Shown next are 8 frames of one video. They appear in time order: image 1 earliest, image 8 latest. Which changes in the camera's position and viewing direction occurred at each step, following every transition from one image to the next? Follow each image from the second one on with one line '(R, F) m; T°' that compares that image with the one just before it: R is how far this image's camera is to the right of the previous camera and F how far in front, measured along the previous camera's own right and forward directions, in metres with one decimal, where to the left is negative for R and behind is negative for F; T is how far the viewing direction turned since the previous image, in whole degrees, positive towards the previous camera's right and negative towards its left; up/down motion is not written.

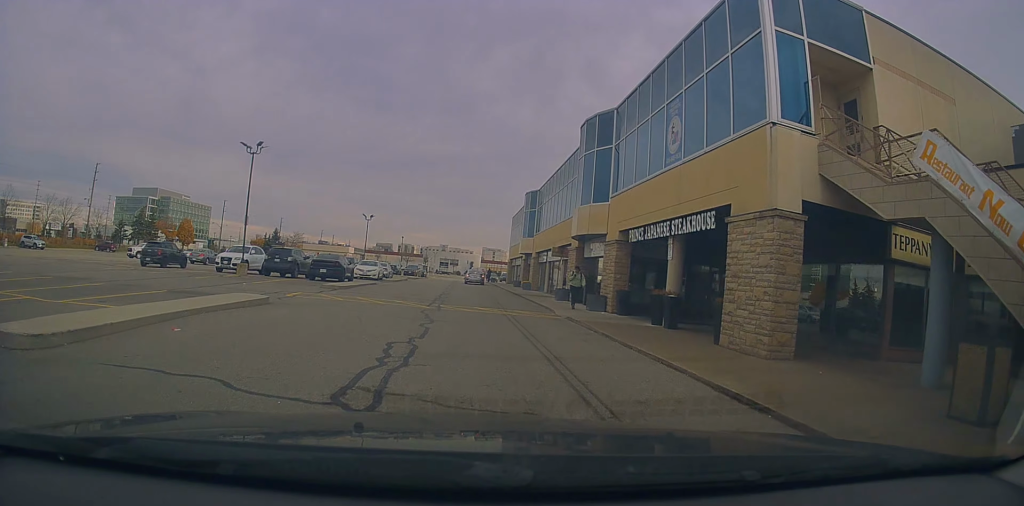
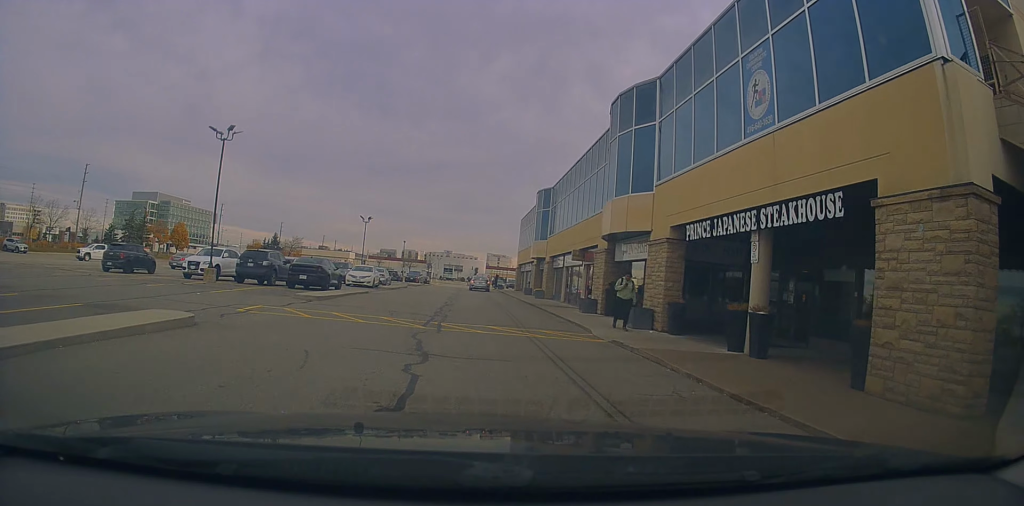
(-0.1, +4.8) m; 0°
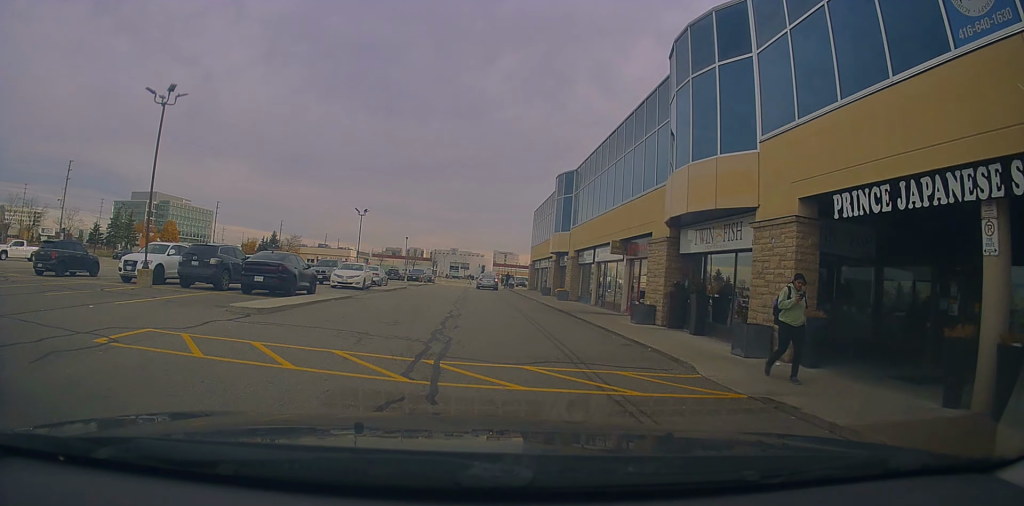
(+0.2, +6.5) m; +2°
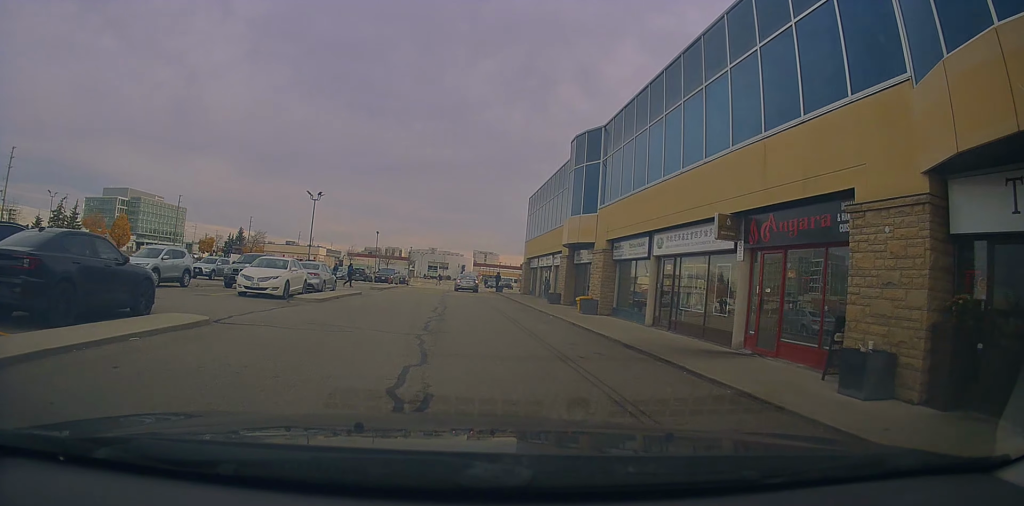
(-0.3, +10.7) m; -2°
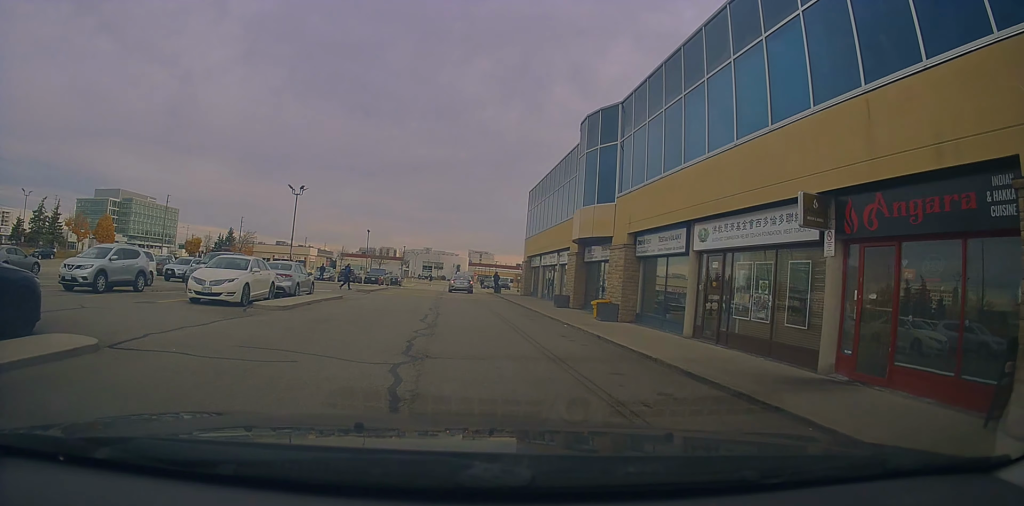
(-0.1, +3.5) m; +2°
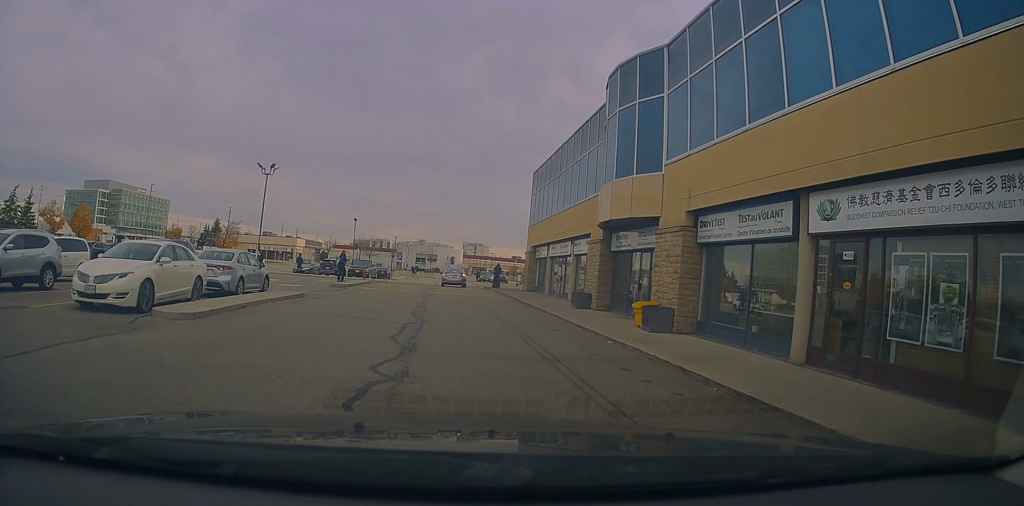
(+0.3, +5.4) m; 0°
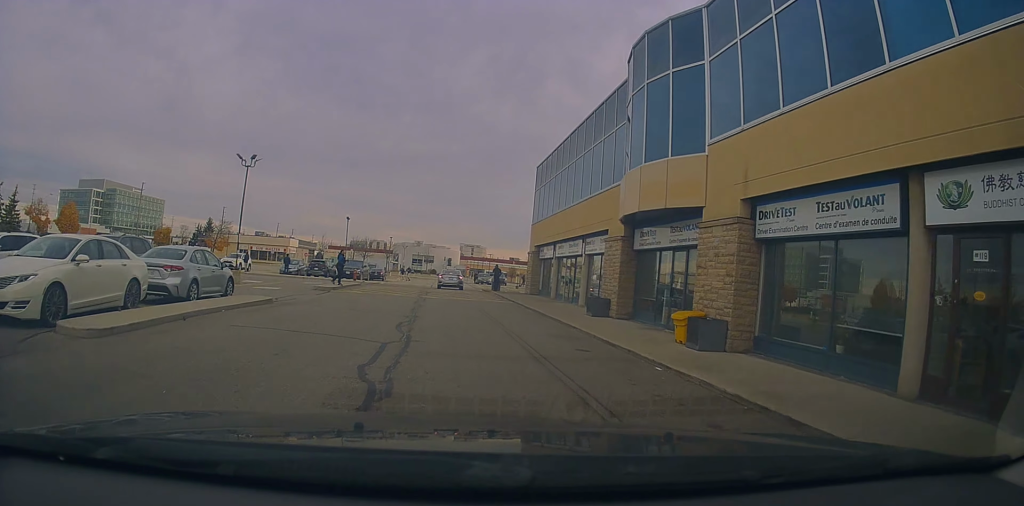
(-0.1, +3.0) m; -2°
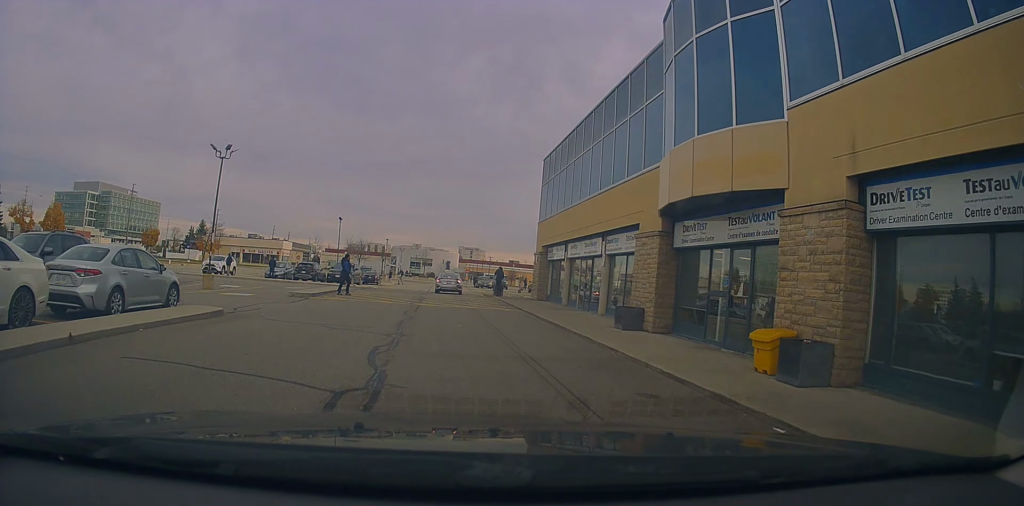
(-0.1, +3.4) m; 0°
